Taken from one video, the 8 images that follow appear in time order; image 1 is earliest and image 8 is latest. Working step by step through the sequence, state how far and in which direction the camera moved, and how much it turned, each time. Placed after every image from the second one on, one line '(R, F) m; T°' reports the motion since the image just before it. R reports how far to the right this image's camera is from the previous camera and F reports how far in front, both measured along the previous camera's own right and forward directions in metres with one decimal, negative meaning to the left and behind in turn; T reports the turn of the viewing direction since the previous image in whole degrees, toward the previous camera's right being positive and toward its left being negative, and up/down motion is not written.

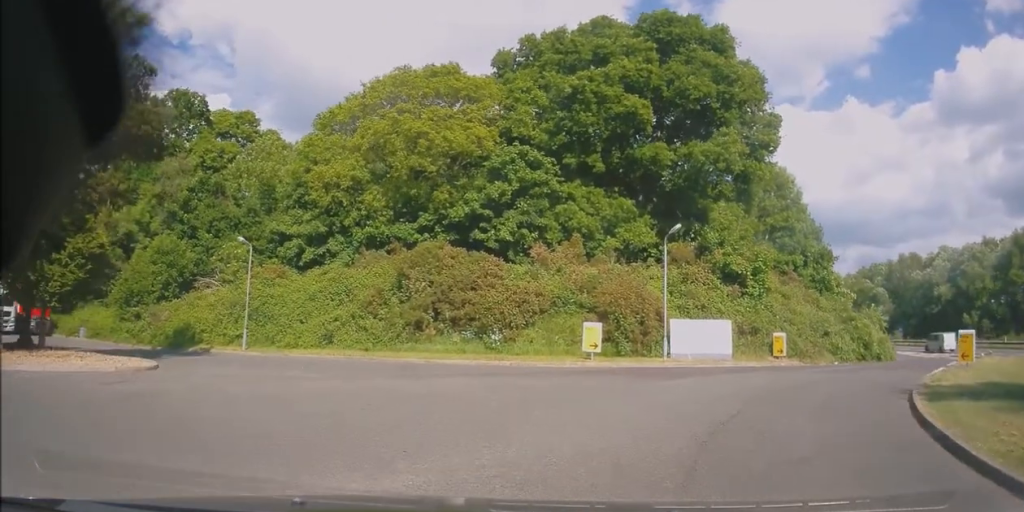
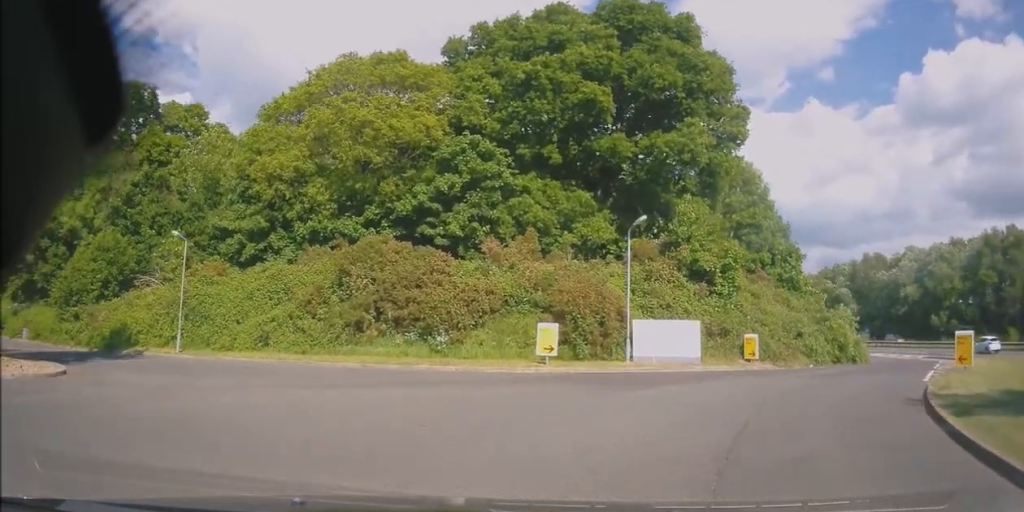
(0.0, +2.4) m; +6°
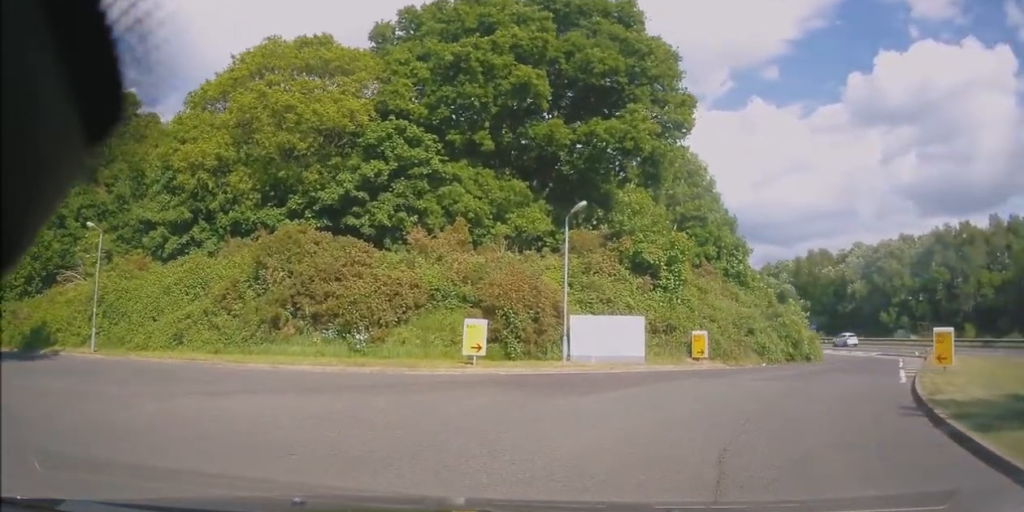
(+0.2, +2.3) m; +9°
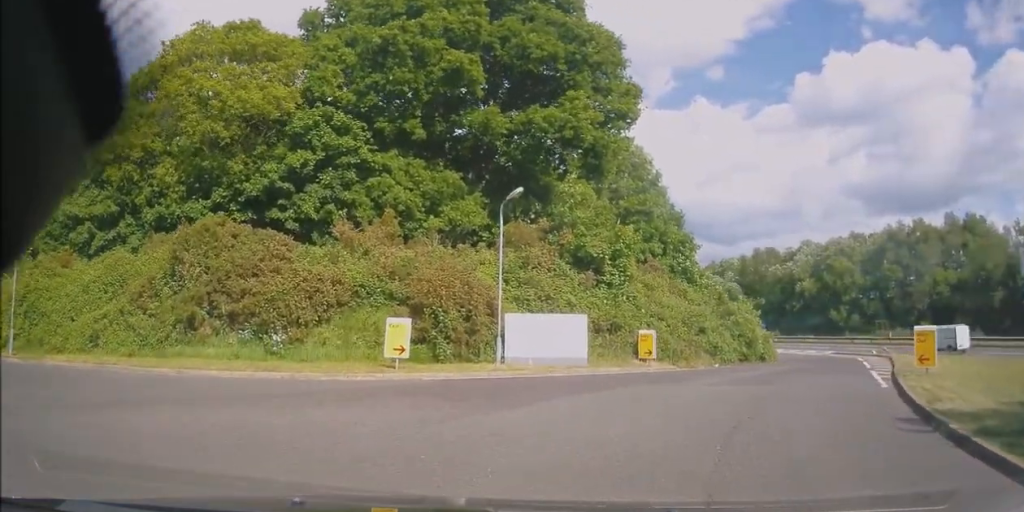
(+0.1, +2.0) m; +6°
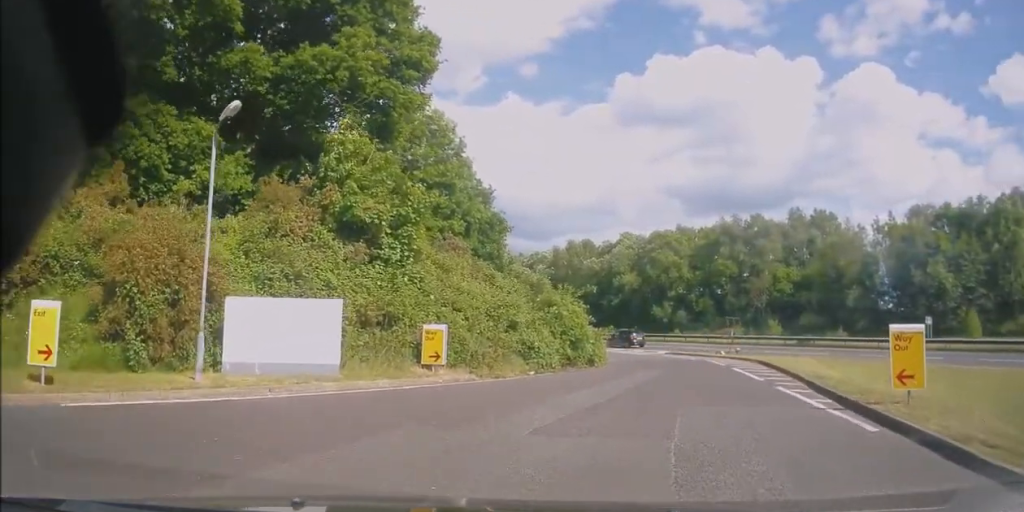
(+0.7, +7.5) m; +14°
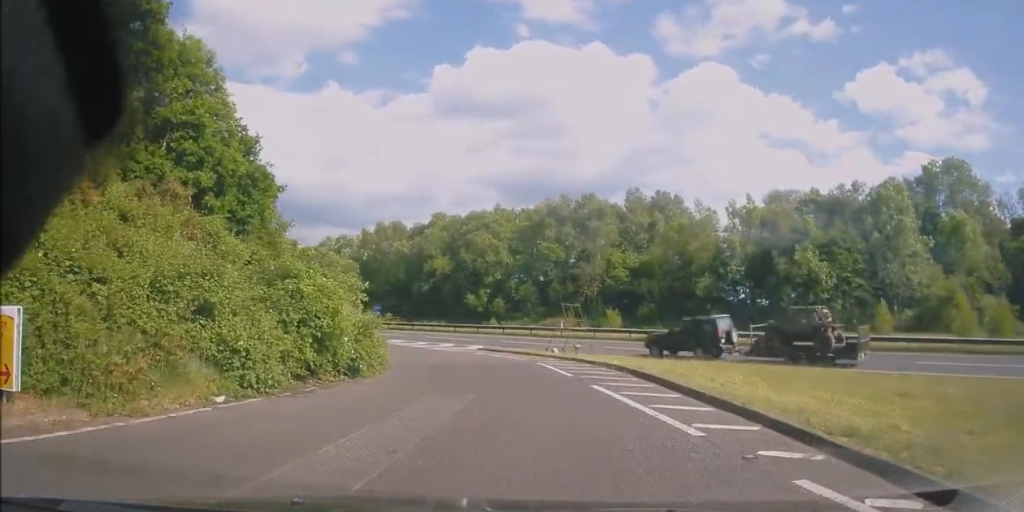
(+1.6, +10.1) m; +10°
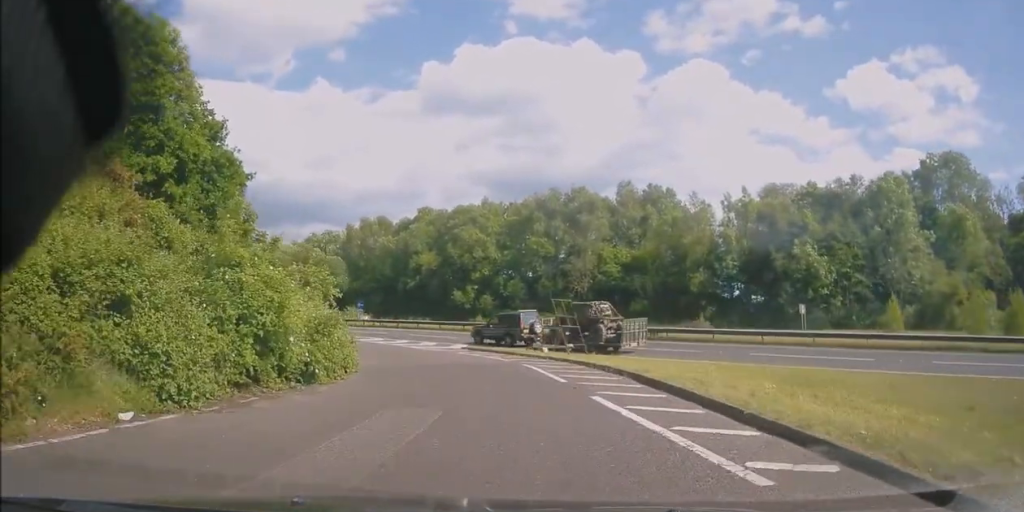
(0.0, +2.5) m; -1°
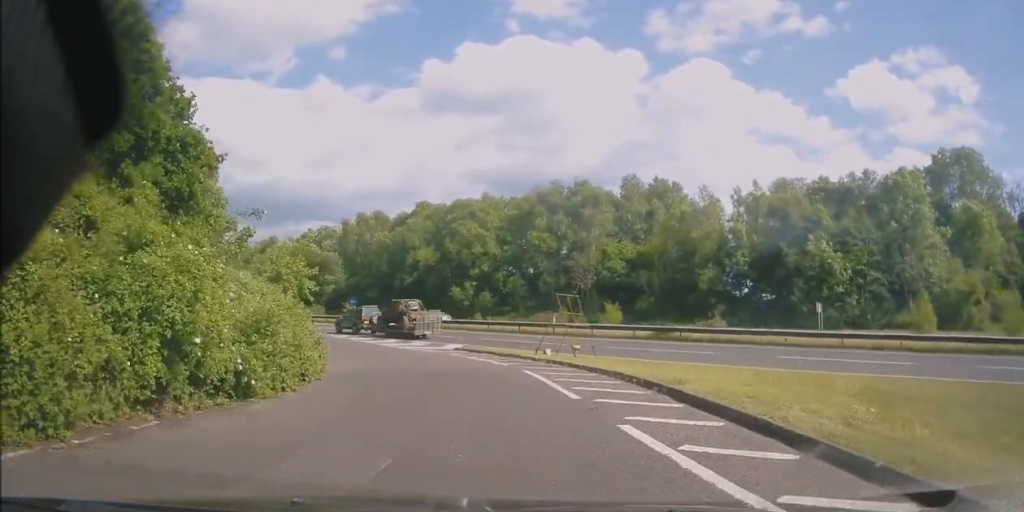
(+0.2, +3.3) m; -2°
